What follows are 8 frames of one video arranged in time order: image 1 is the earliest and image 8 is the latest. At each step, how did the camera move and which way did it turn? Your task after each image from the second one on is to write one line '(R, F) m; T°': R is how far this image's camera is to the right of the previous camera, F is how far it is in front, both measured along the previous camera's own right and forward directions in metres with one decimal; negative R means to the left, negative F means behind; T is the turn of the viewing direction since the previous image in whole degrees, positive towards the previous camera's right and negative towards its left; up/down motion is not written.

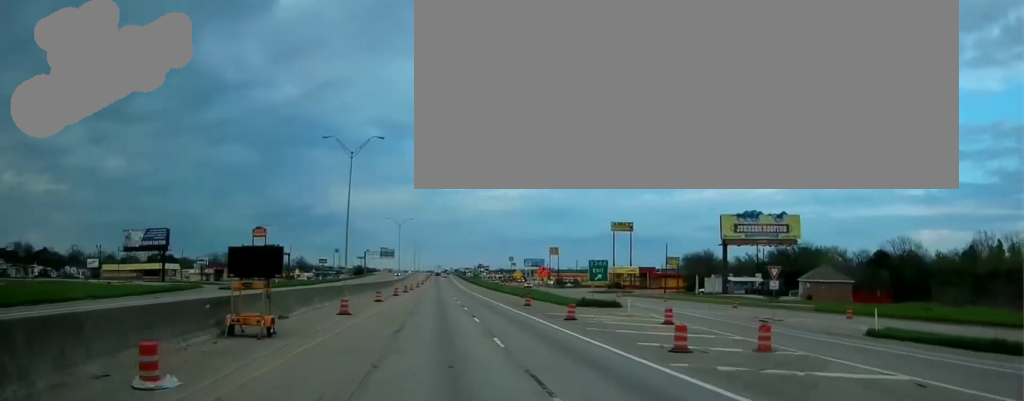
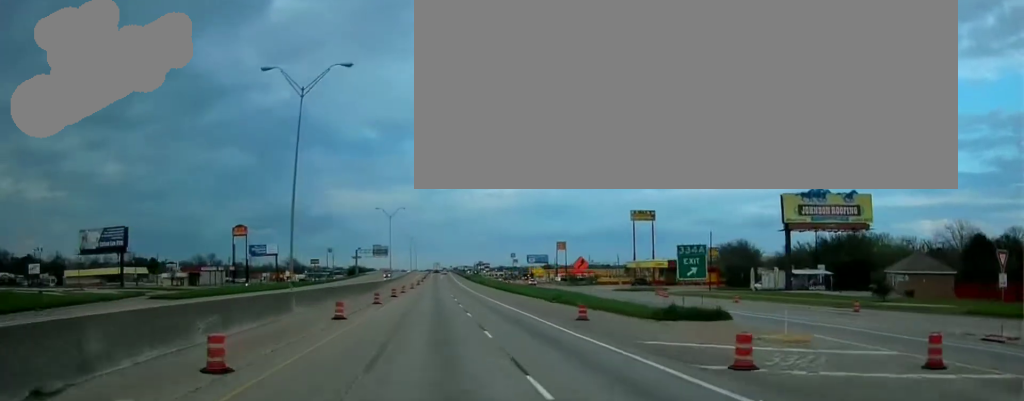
(0.0, +22.4) m; 0°
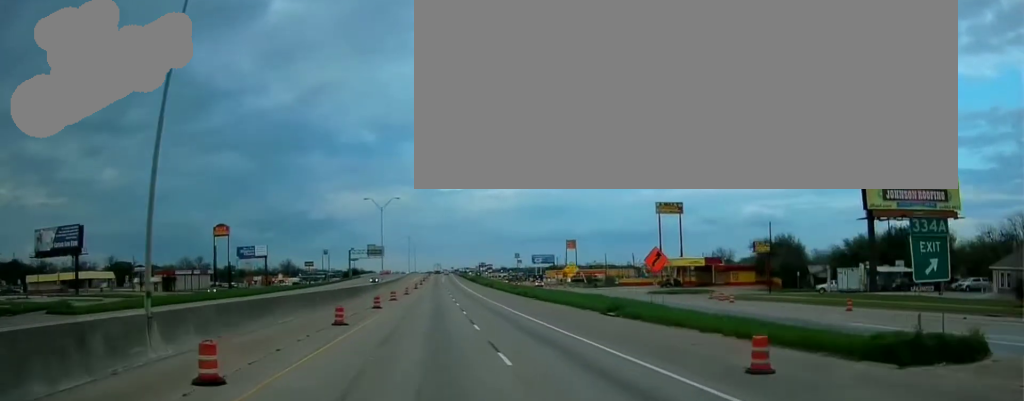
(0.0, +19.6) m; 0°
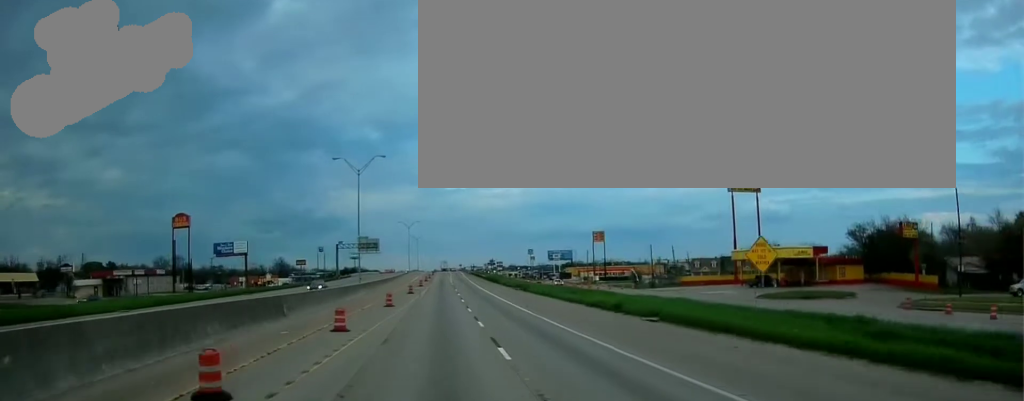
(-0.1, +35.7) m; 0°
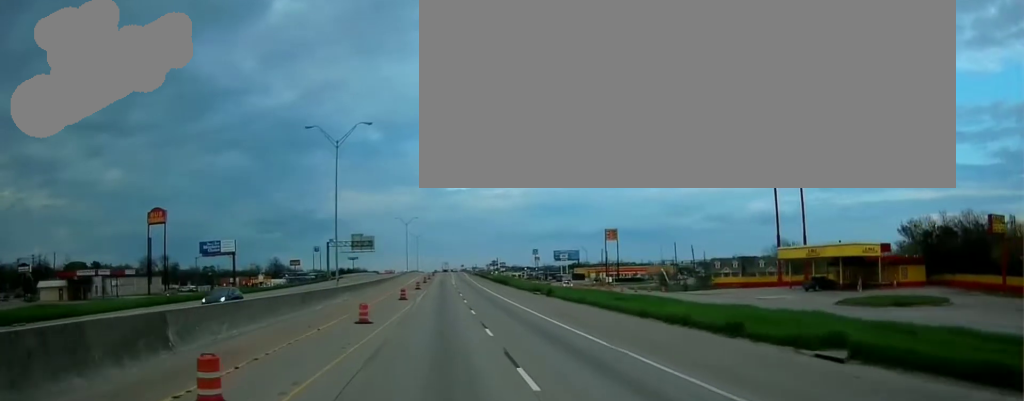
(+0.1, +15.9) m; 0°
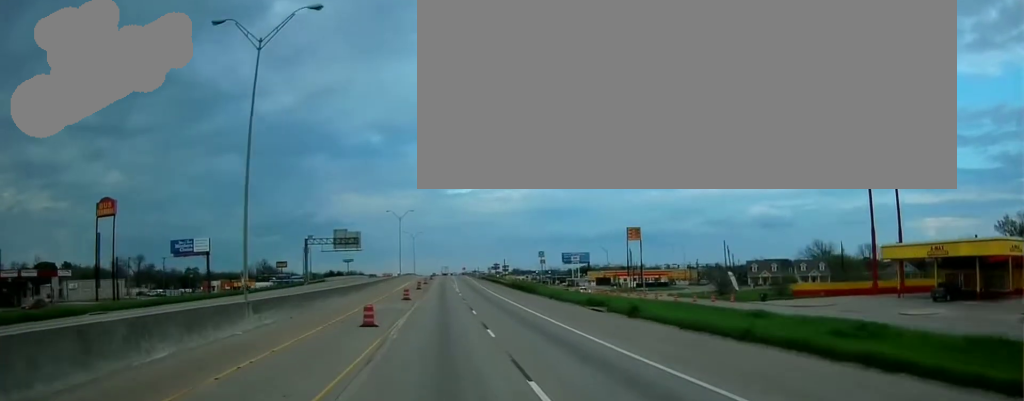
(0.0, +26.8) m; 0°
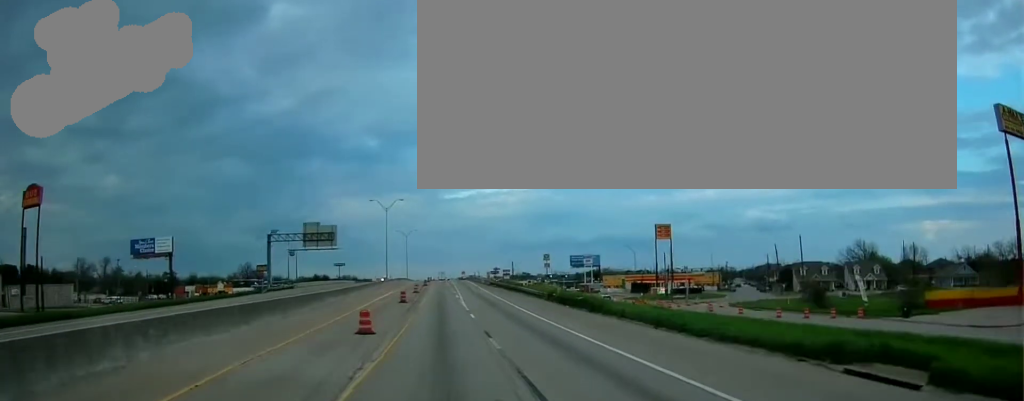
(-0.1, +27.5) m; 0°
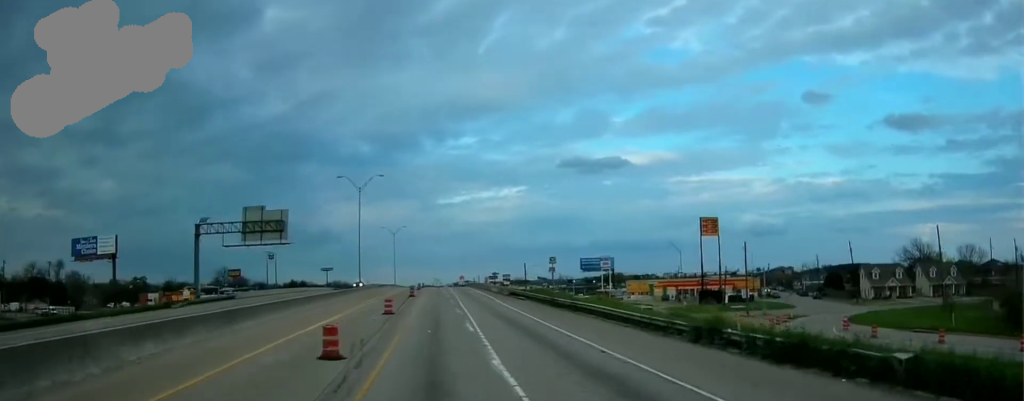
(0.0, +30.2) m; 0°
